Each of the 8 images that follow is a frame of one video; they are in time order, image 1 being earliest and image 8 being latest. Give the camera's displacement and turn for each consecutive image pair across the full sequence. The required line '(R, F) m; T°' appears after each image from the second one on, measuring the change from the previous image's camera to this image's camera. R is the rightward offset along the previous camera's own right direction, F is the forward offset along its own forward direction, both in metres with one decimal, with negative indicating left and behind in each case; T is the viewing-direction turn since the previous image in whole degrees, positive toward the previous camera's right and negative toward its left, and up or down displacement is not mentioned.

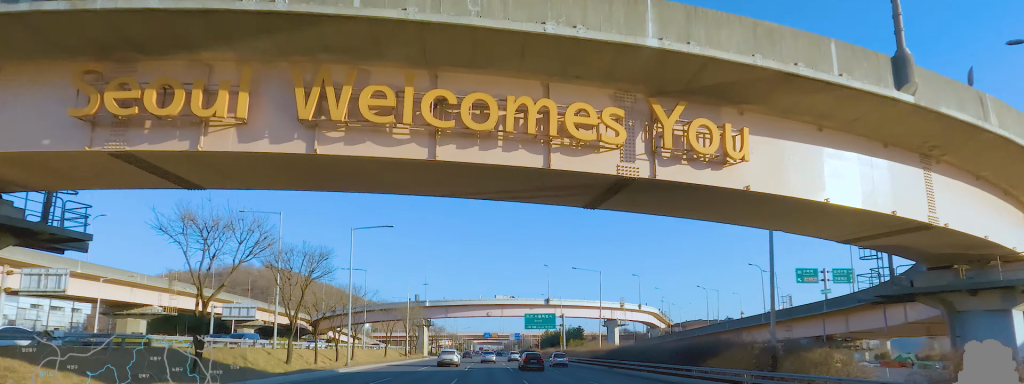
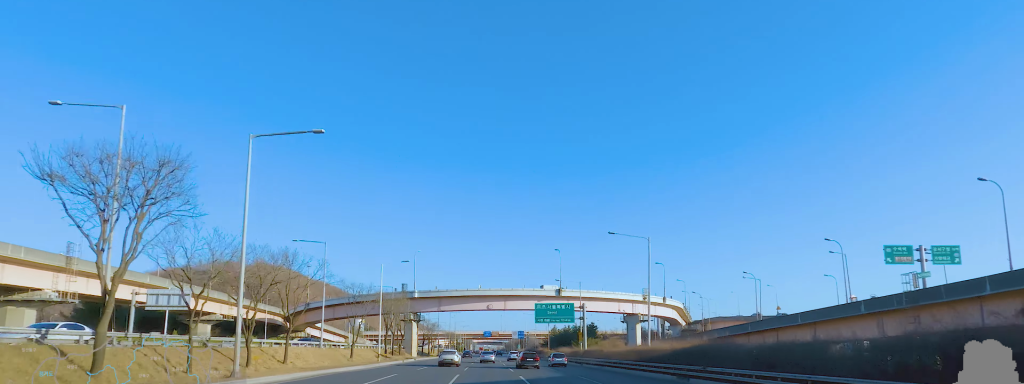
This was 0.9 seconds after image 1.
(-0.4, +17.6) m; -2°
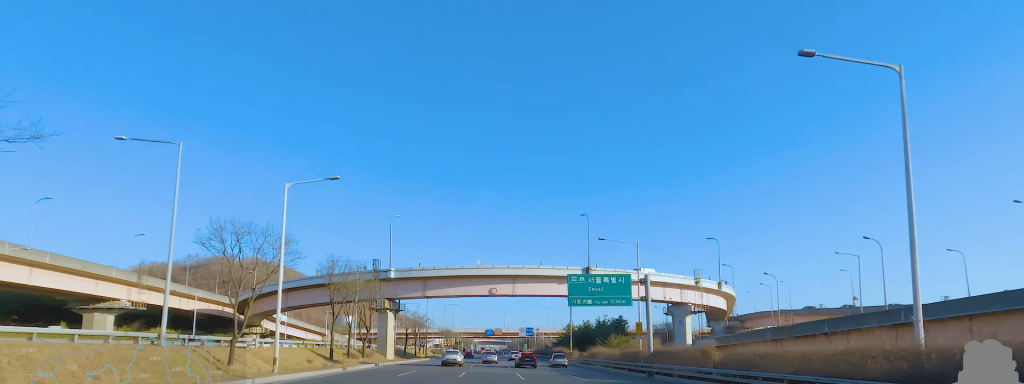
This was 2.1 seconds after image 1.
(-0.6, +25.9) m; -1°
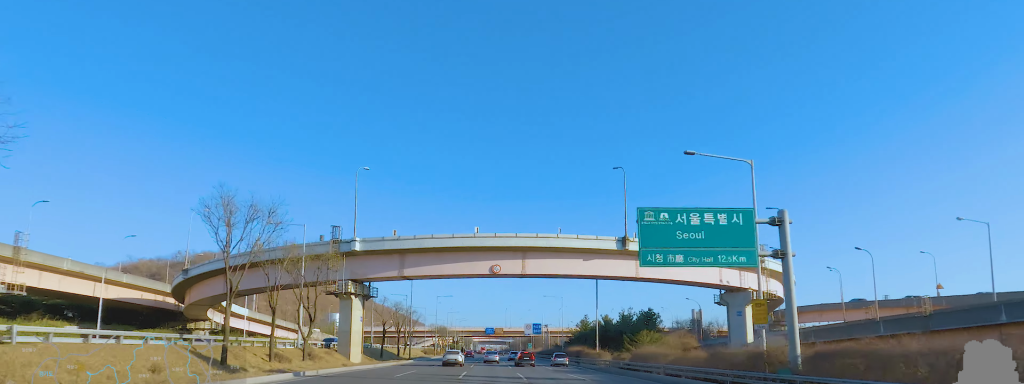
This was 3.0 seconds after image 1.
(0.0, +19.0) m; 0°
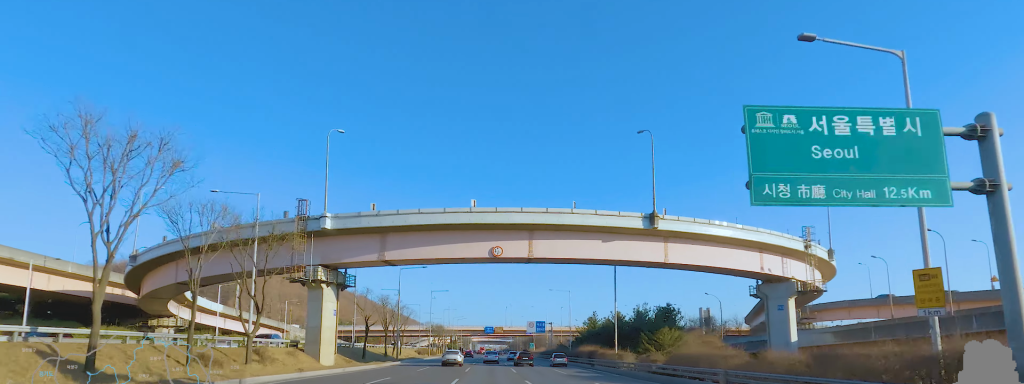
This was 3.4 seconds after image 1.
(0.0, +9.1) m; 0°
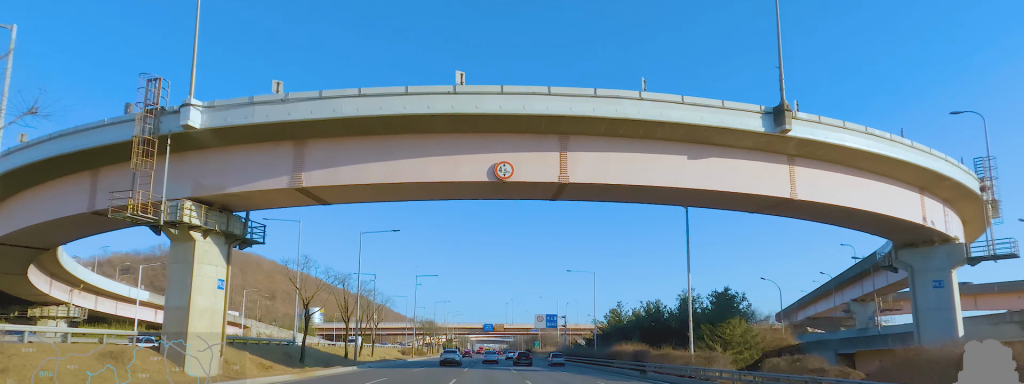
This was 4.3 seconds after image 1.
(0.0, +18.9) m; 0°
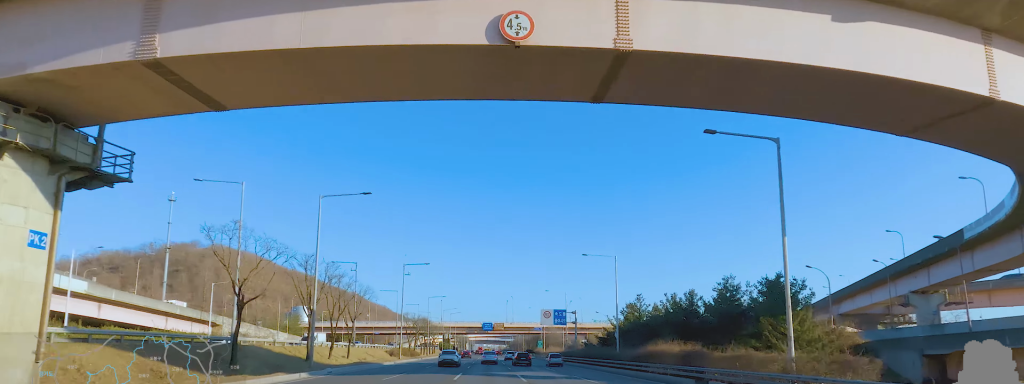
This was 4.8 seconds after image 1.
(0.0, +10.5) m; 0°
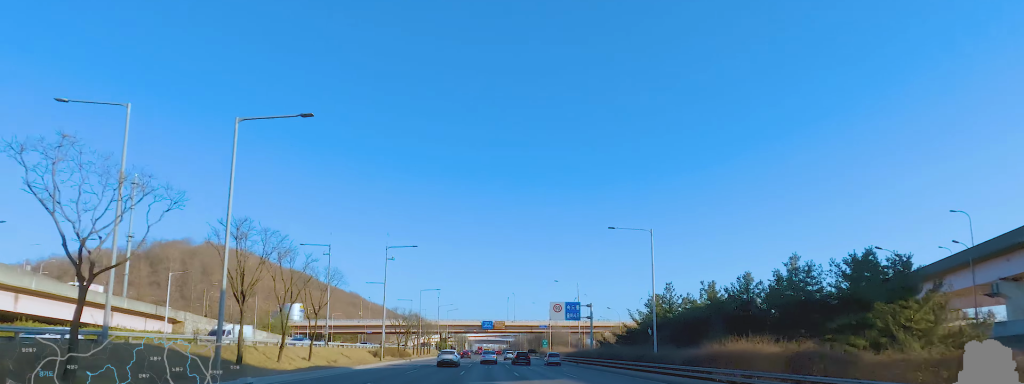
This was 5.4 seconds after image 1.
(0.0, +11.1) m; 0°
